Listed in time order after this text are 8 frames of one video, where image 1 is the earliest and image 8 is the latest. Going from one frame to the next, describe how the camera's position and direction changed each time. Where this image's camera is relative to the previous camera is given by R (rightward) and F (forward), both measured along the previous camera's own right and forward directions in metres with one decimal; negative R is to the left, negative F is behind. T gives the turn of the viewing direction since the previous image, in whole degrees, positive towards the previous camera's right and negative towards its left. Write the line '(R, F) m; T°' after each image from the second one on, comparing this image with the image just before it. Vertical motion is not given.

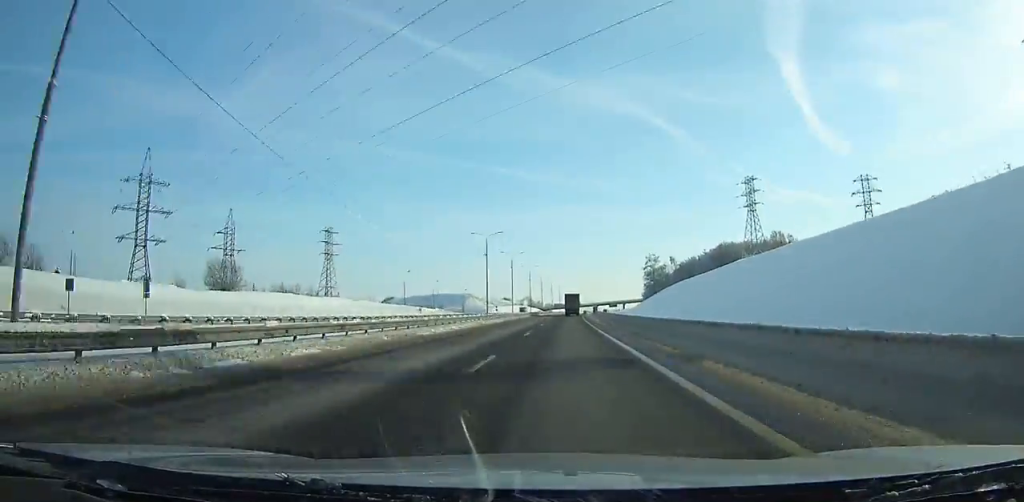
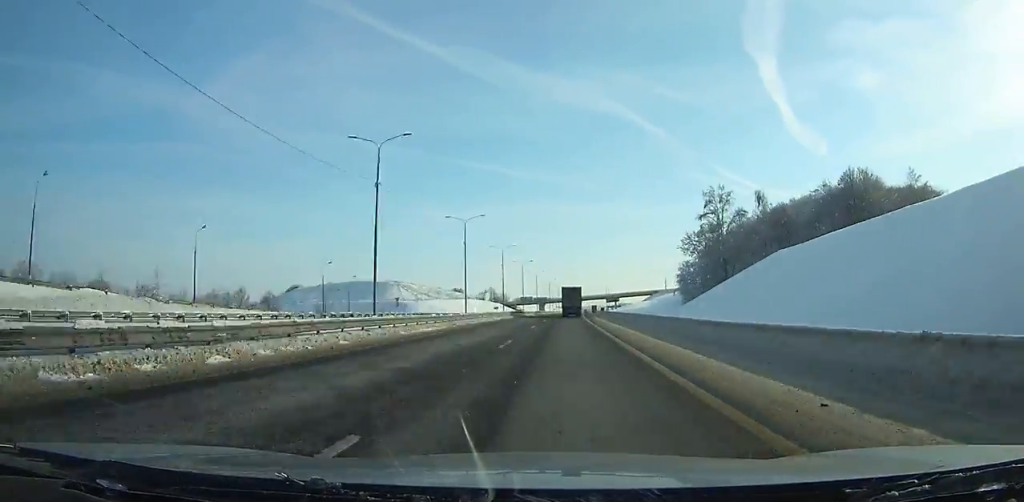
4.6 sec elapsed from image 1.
(+1.4, +121.7) m; +2°
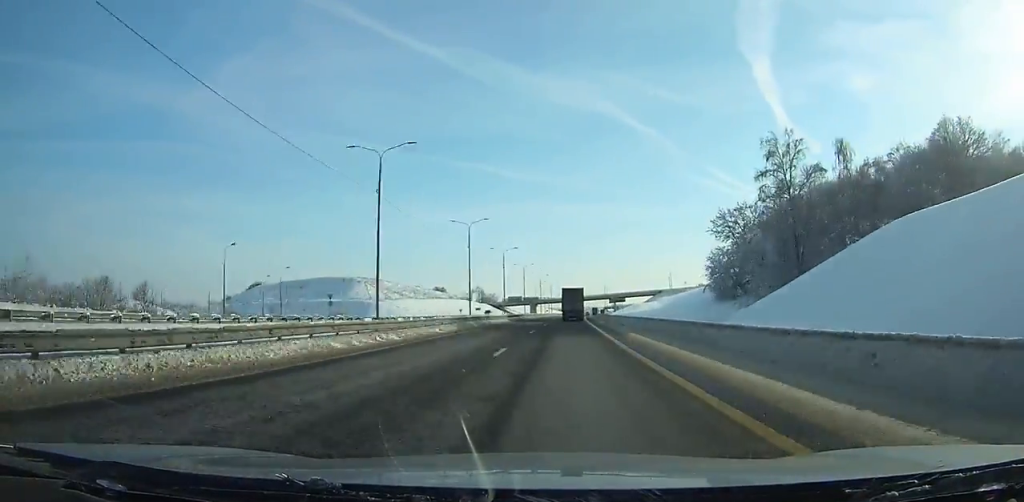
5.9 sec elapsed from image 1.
(+0.1, +34.9) m; +1°
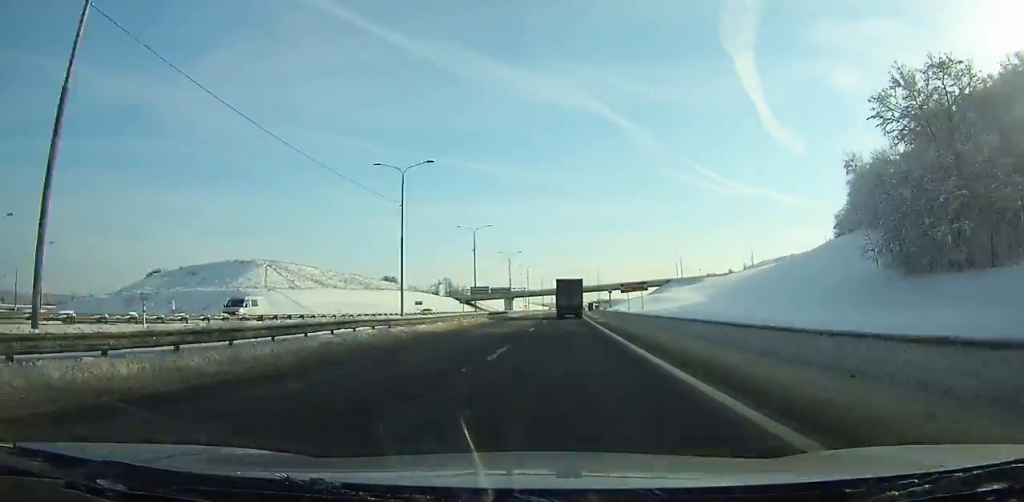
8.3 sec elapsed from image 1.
(+0.7, +65.3) m; +1°
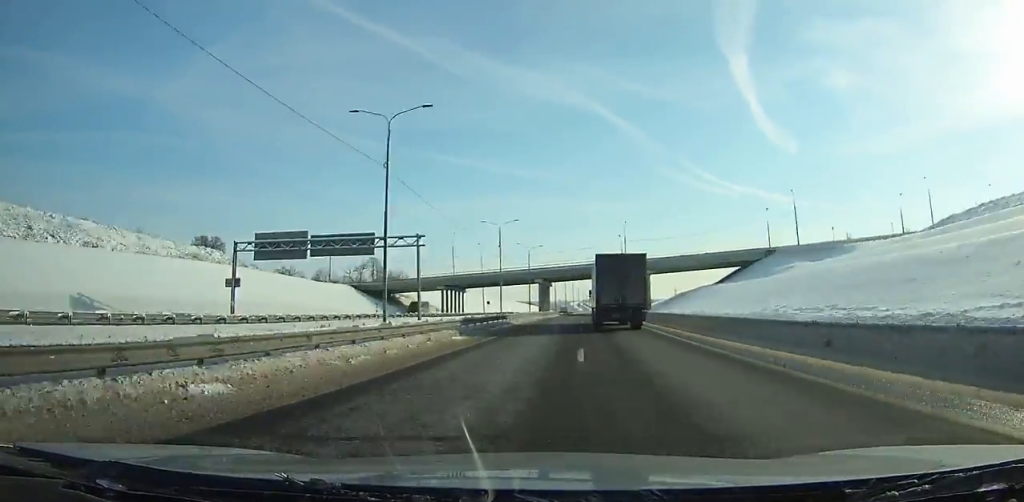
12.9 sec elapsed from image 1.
(+2.3, +129.3) m; +2°
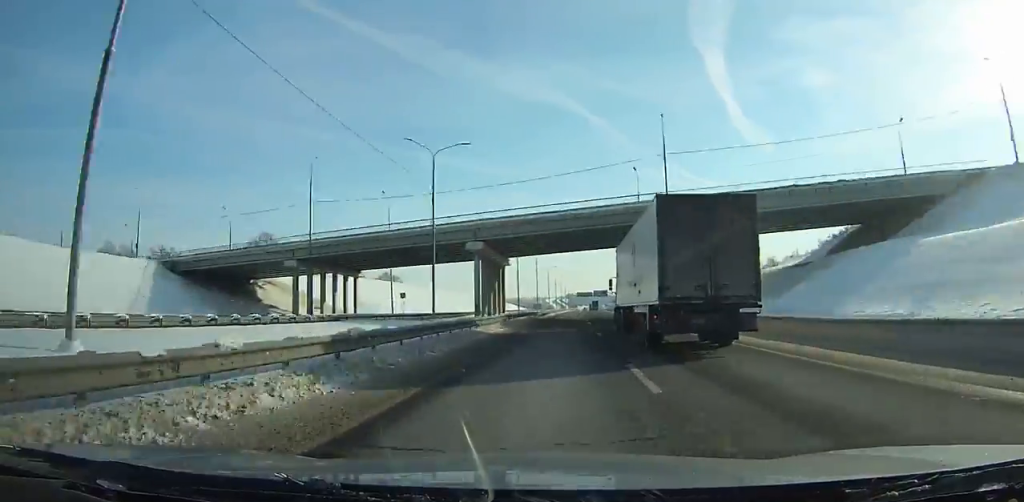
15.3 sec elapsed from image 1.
(+0.9, +69.4) m; +2°
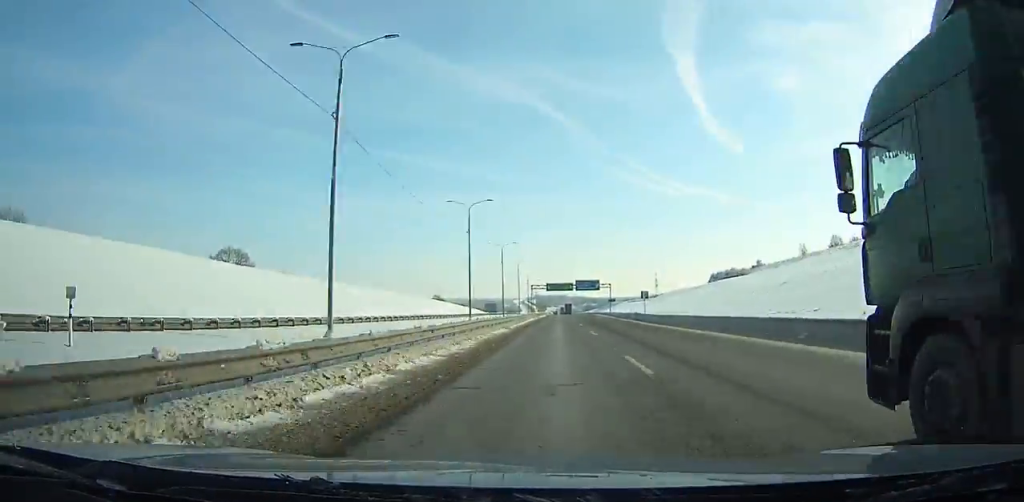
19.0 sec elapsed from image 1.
(+2.7, +109.4) m; +2°
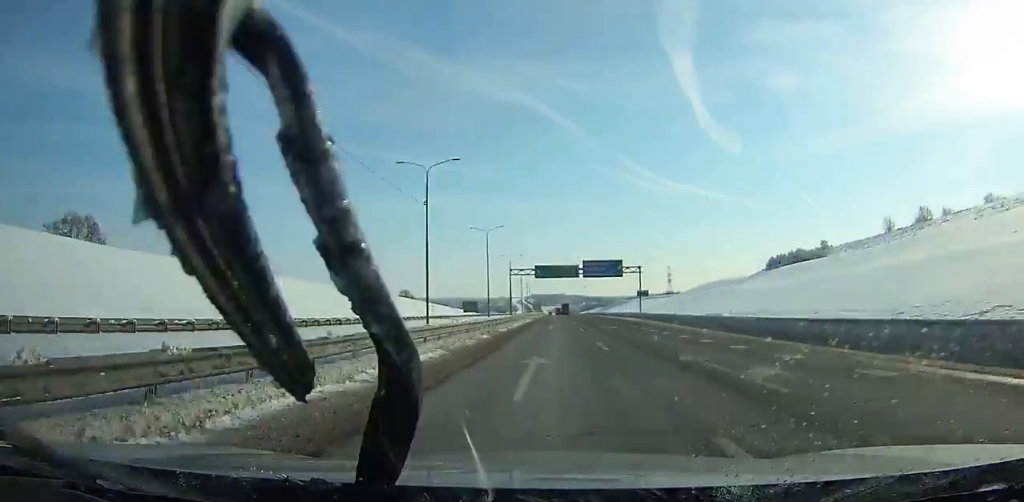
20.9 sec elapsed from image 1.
(+0.4, +56.9) m; 0°
